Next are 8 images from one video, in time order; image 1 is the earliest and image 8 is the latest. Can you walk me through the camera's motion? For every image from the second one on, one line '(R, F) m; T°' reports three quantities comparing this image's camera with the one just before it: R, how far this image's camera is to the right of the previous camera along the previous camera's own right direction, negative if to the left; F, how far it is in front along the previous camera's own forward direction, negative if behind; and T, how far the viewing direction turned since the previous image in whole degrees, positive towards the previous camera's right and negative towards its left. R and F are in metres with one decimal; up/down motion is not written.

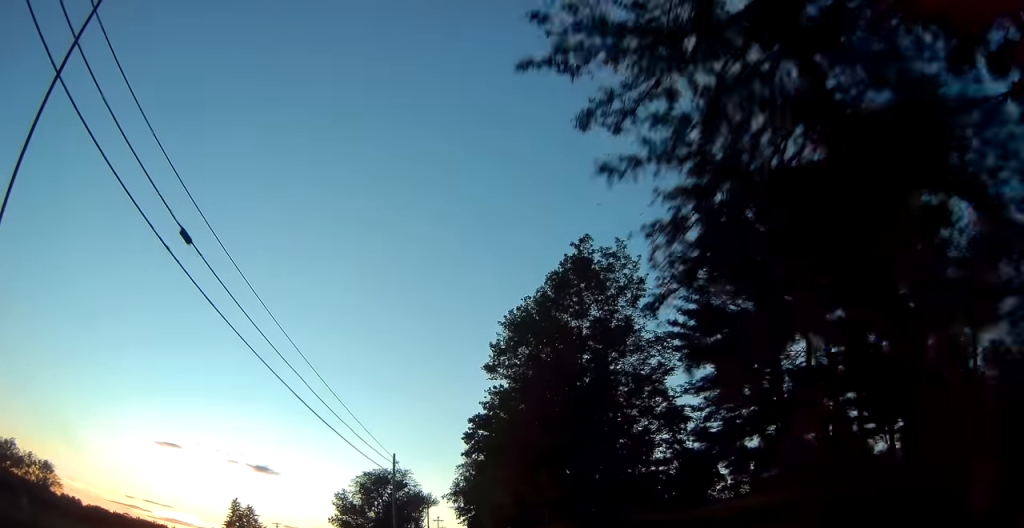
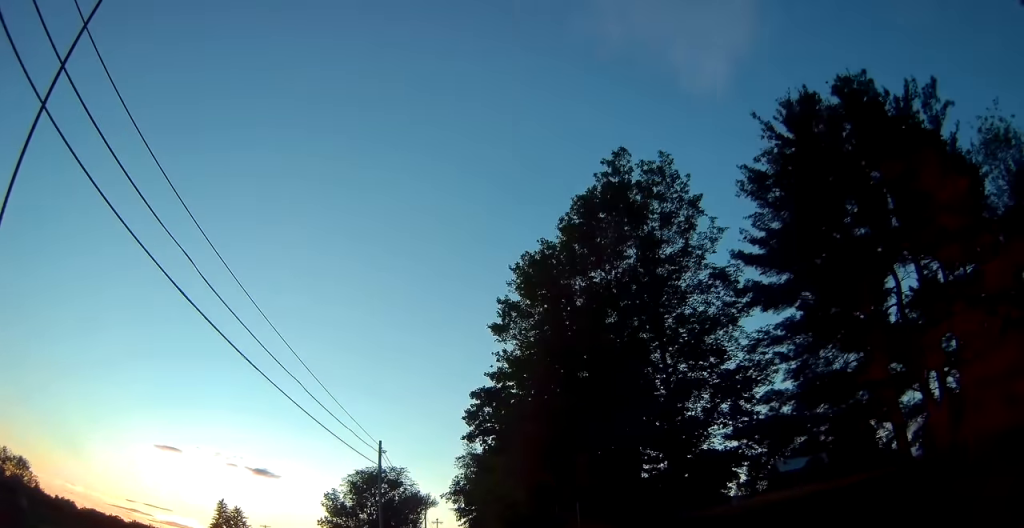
(0.0, +8.4) m; 0°
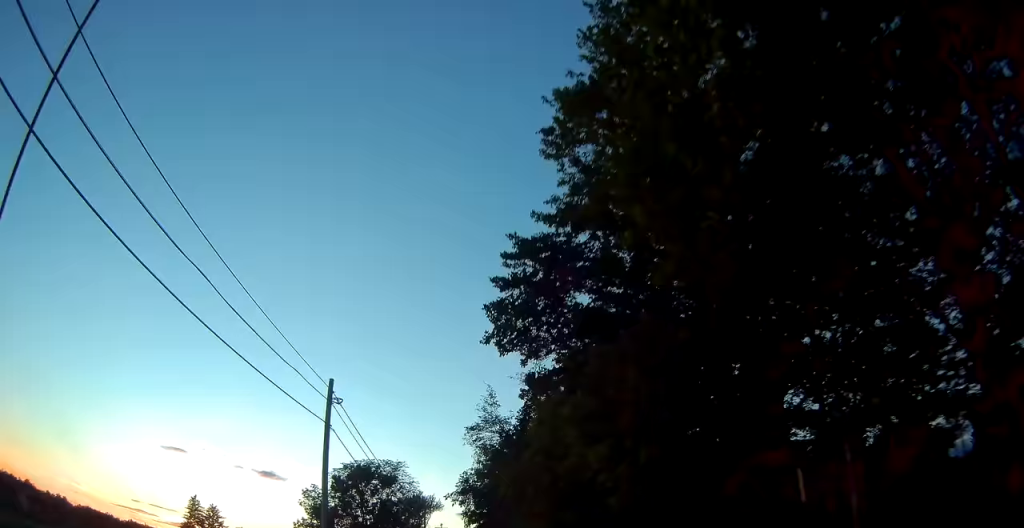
(0.0, +17.4) m; 0°
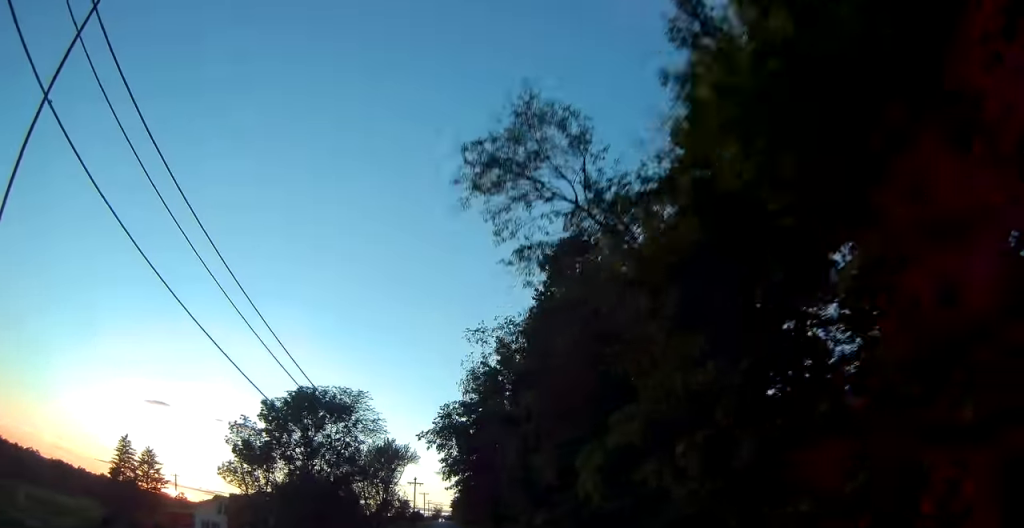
(+0.2, +19.9) m; +2°
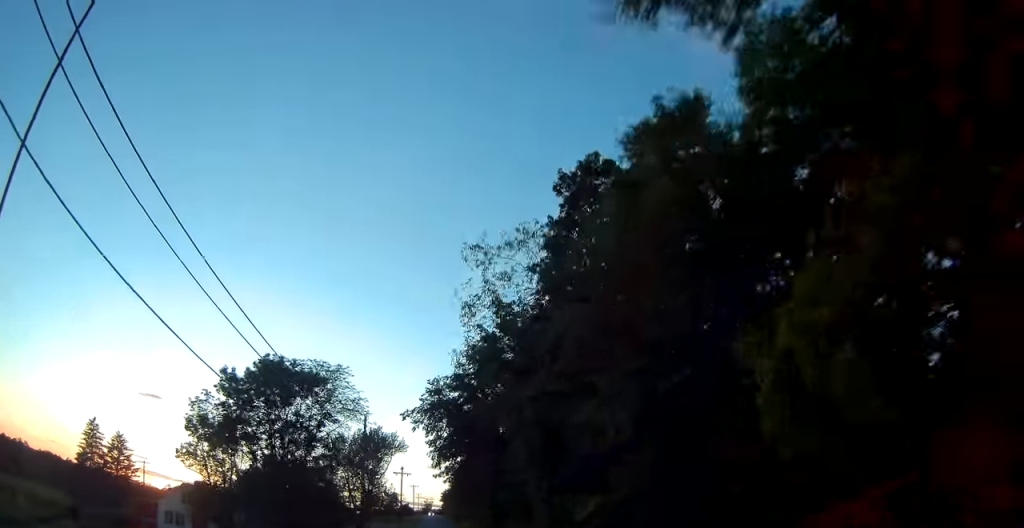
(0.0, +7.5) m; +1°
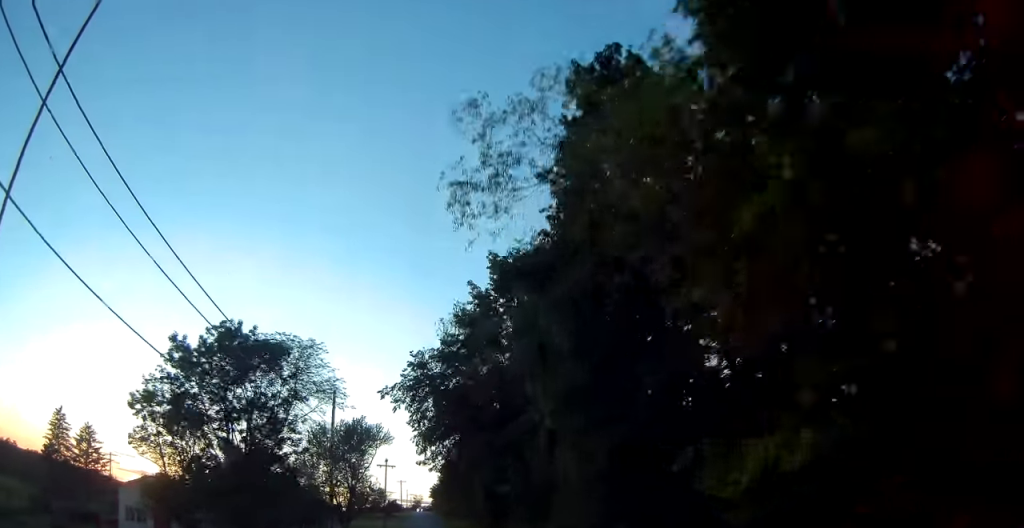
(+0.1, +6.5) m; 0°
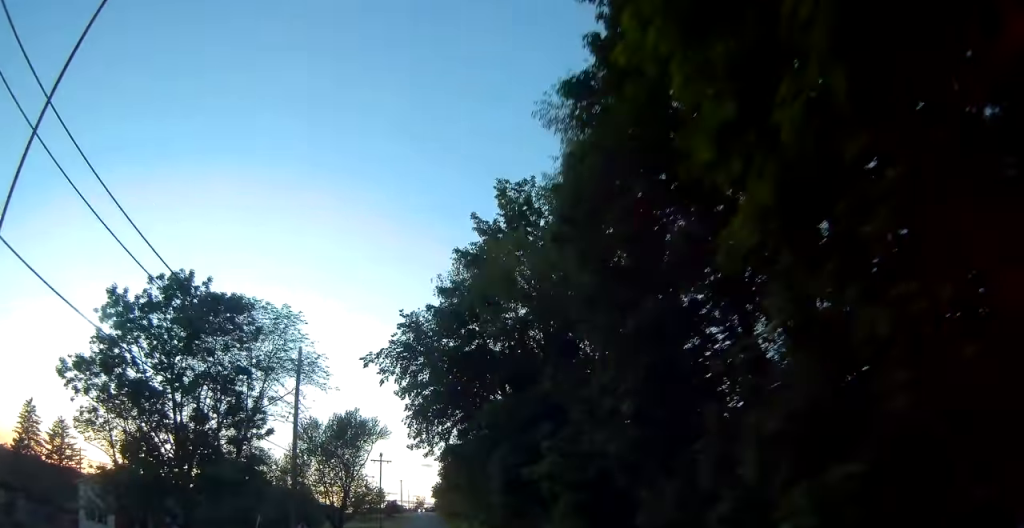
(+0.2, +7.5) m; -1°
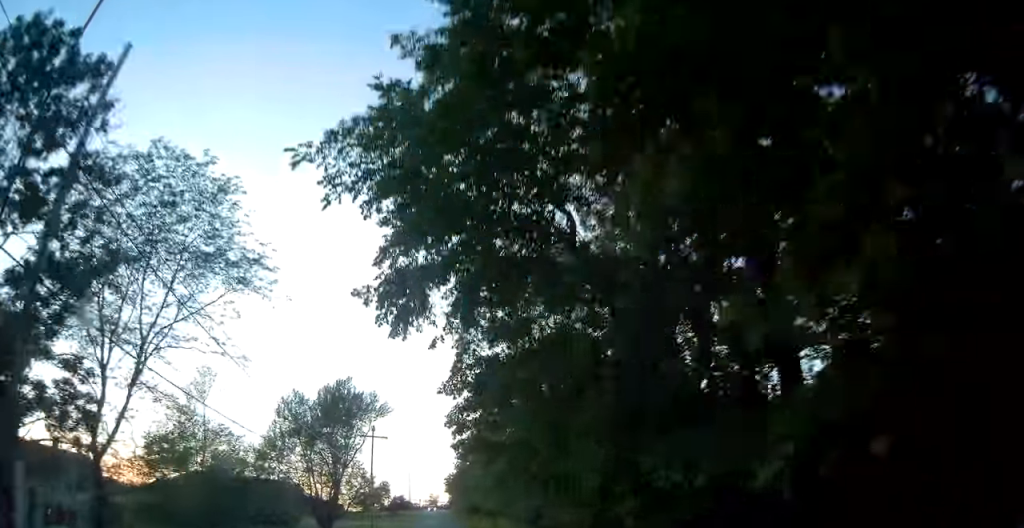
(-0.6, +16.8) m; -2°
